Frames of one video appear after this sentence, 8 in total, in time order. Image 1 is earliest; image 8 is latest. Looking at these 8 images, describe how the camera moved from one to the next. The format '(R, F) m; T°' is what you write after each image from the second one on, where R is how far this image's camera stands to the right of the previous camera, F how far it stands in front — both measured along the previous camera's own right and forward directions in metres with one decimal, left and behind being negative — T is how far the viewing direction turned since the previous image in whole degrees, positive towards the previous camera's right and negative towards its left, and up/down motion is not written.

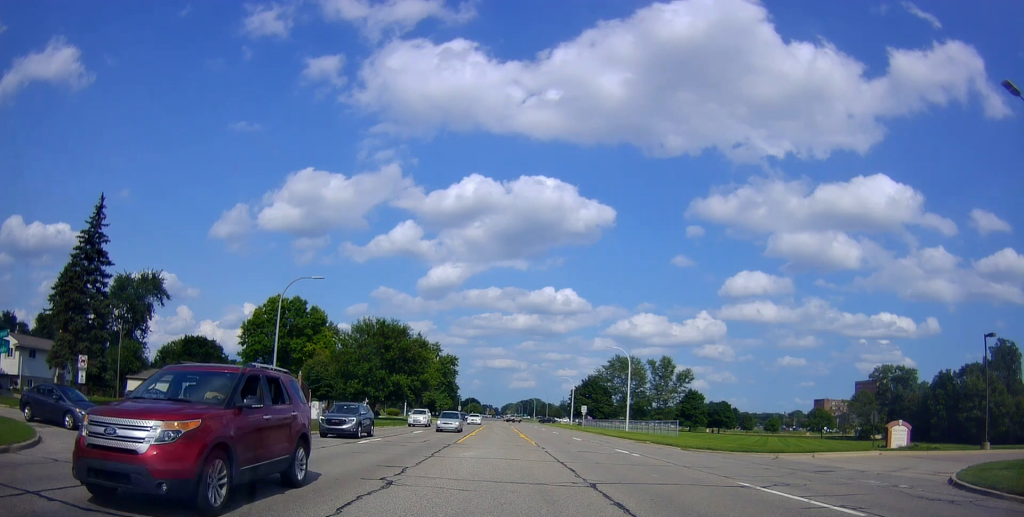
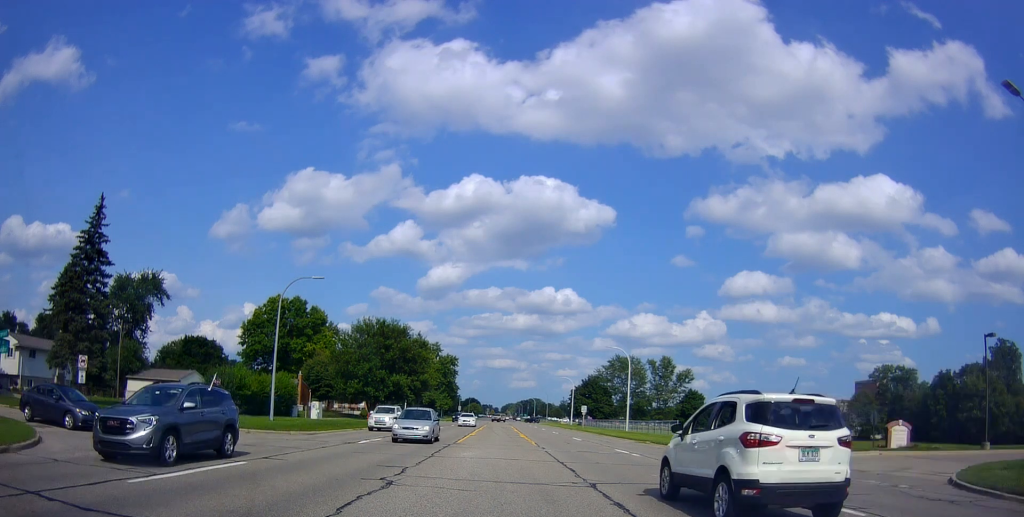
(0.0, 0.0) m; 0°
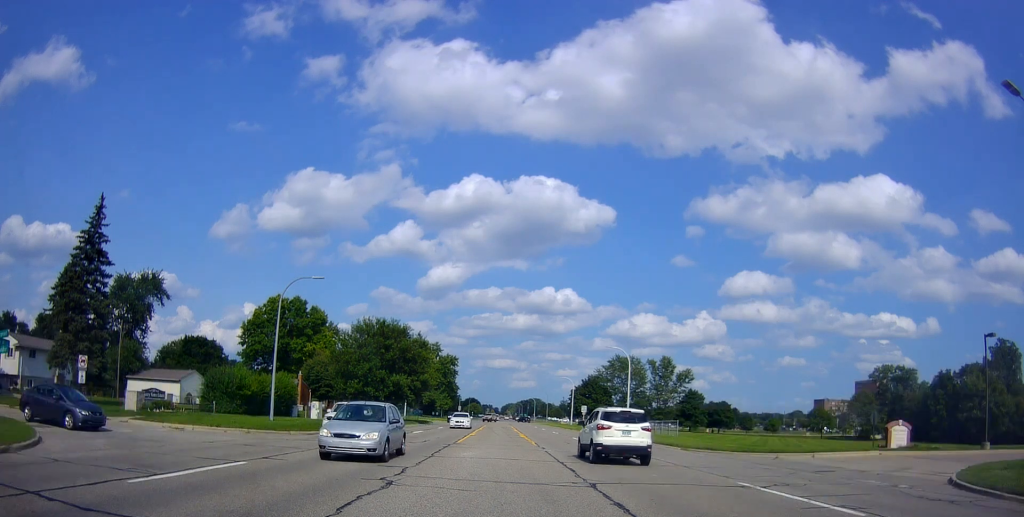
(0.0, 0.0) m; 0°
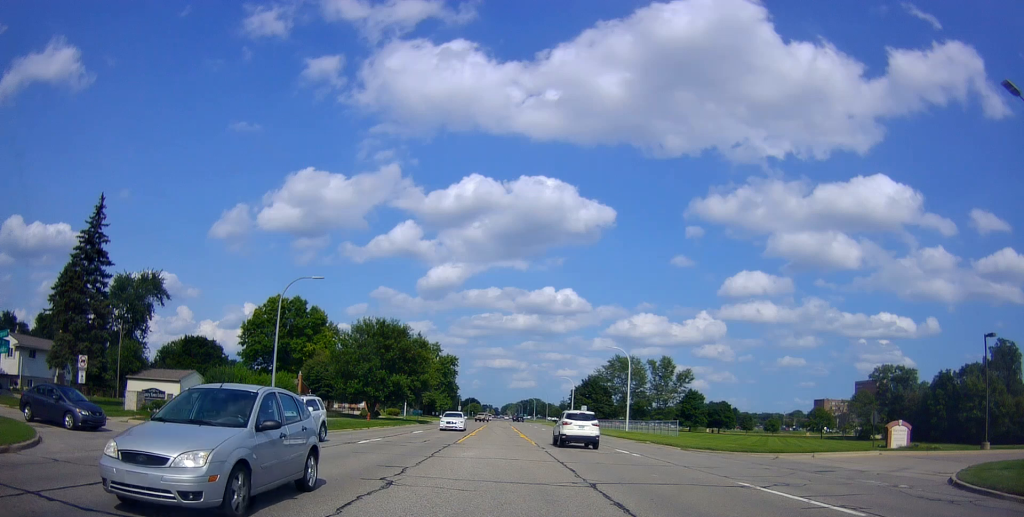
(0.0, 0.0) m; 0°
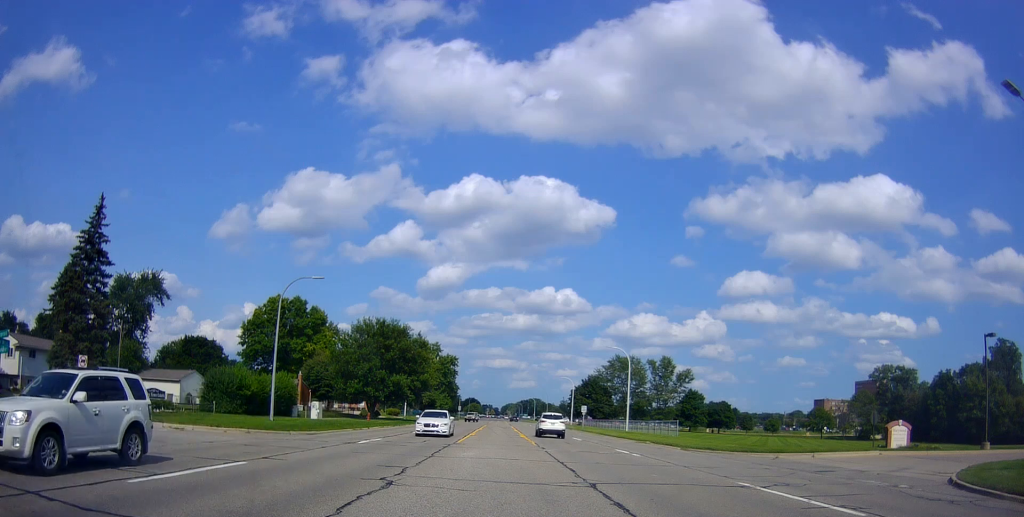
(0.0, 0.0) m; 0°
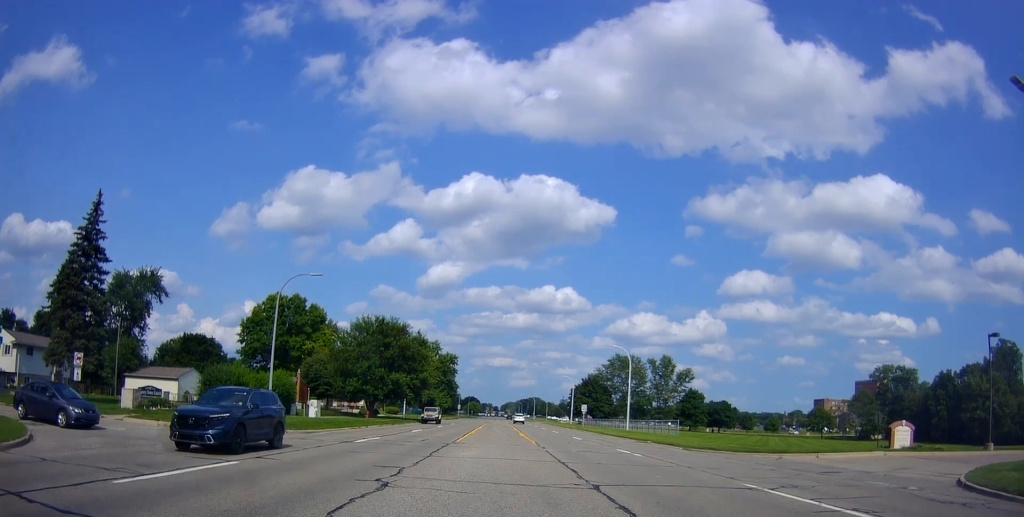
(0.0, +1.1) m; -1°
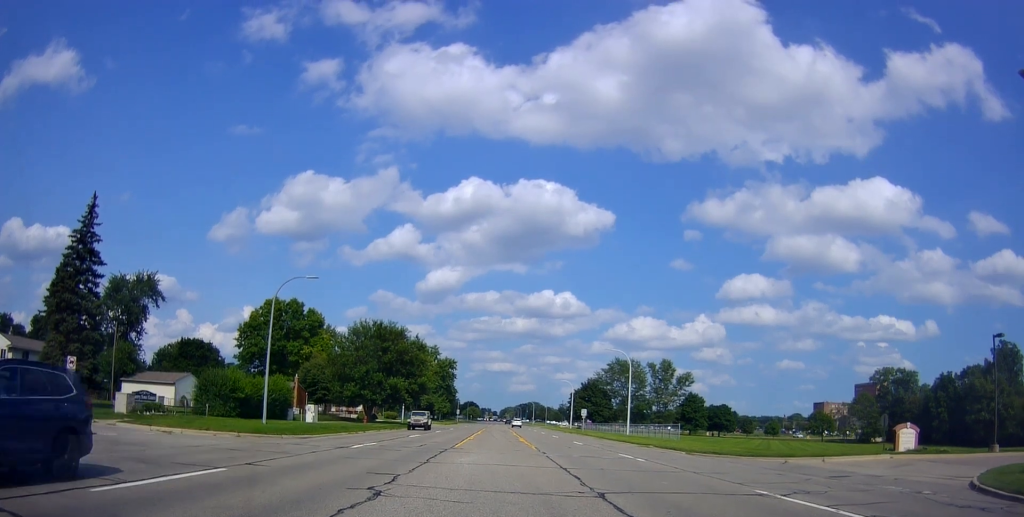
(0.0, +0.4) m; -1°
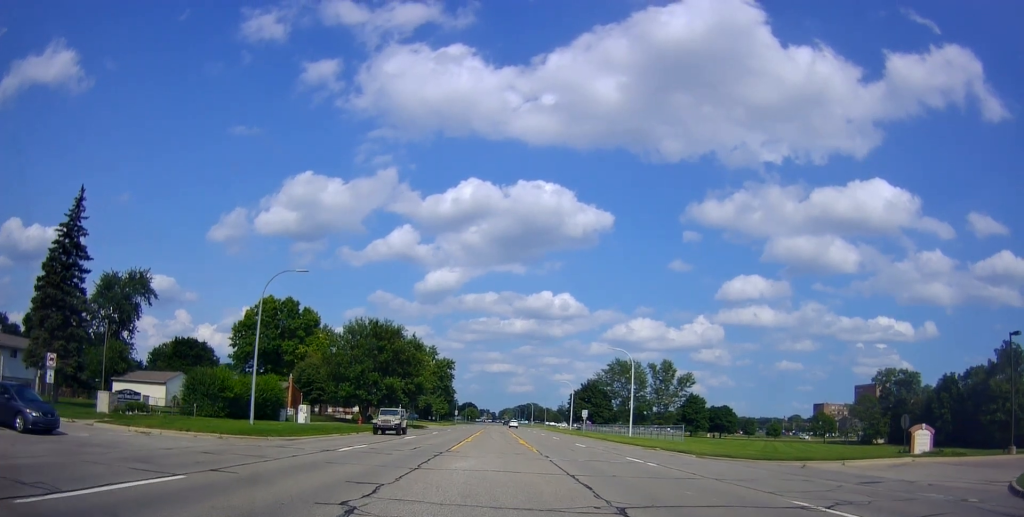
(0.0, +1.4) m; -4°
